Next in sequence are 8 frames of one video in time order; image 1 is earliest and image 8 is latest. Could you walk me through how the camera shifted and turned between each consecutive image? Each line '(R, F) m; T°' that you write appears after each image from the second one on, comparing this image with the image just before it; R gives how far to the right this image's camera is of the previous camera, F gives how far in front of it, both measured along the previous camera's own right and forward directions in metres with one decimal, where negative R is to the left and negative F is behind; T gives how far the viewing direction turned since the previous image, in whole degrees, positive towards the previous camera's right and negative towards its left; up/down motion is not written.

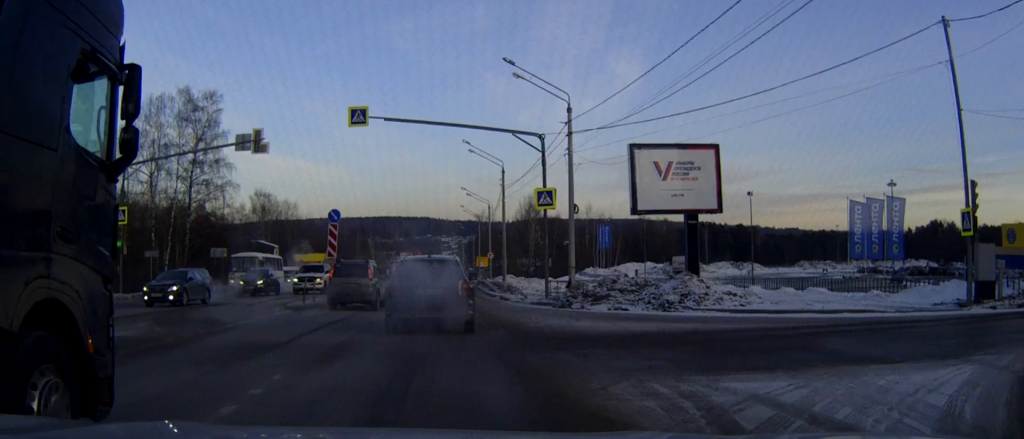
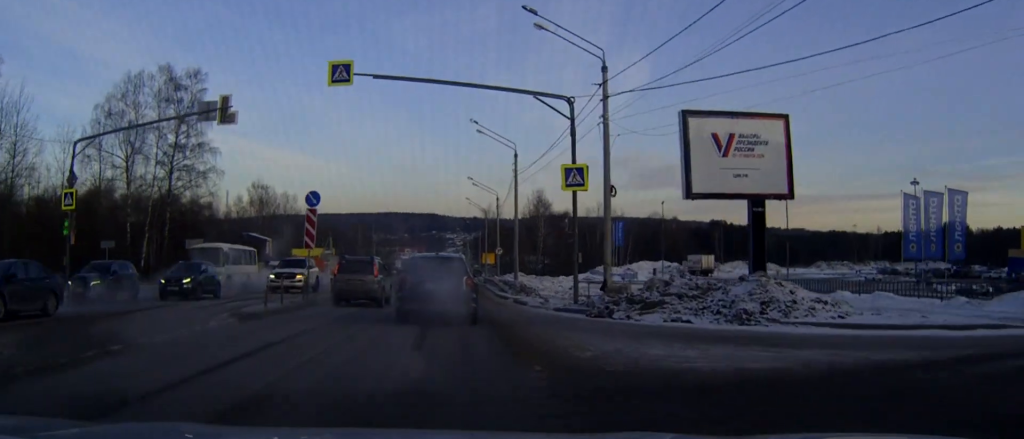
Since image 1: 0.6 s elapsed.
(0.0, +6.7) m; 0°
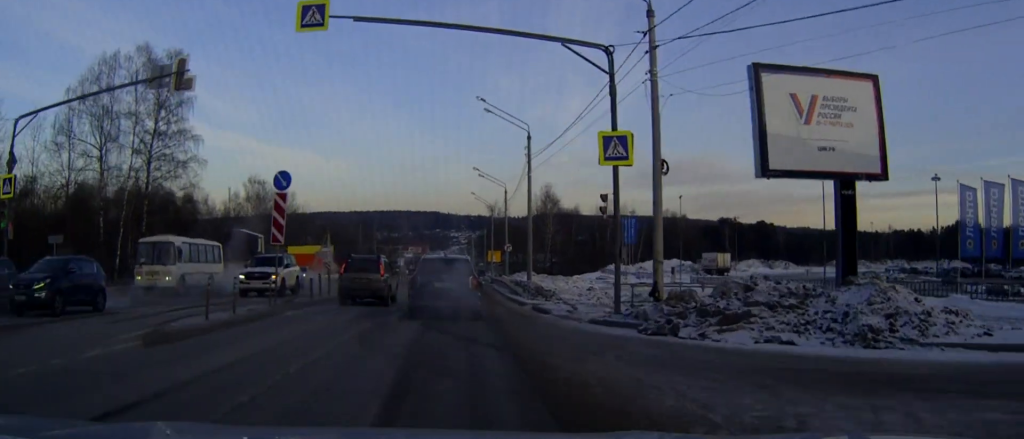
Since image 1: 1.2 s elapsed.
(0.0, +6.4) m; 0°
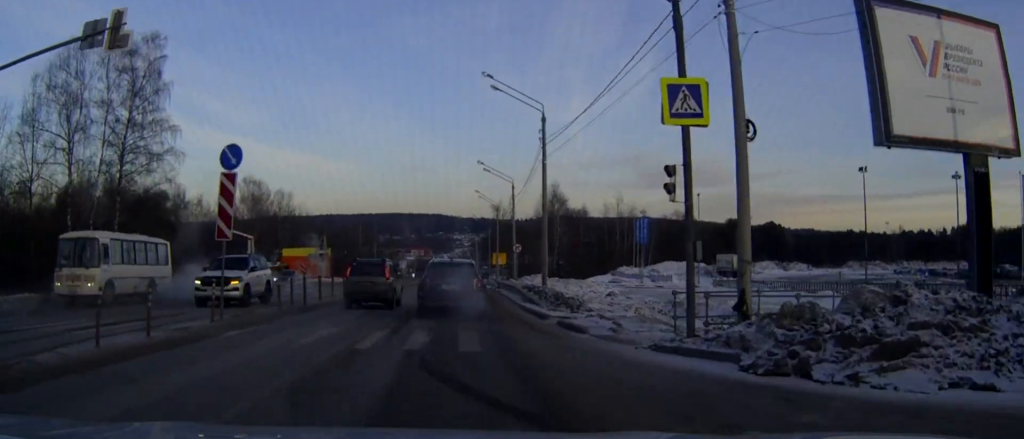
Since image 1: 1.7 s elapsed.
(0.0, +6.2) m; 0°
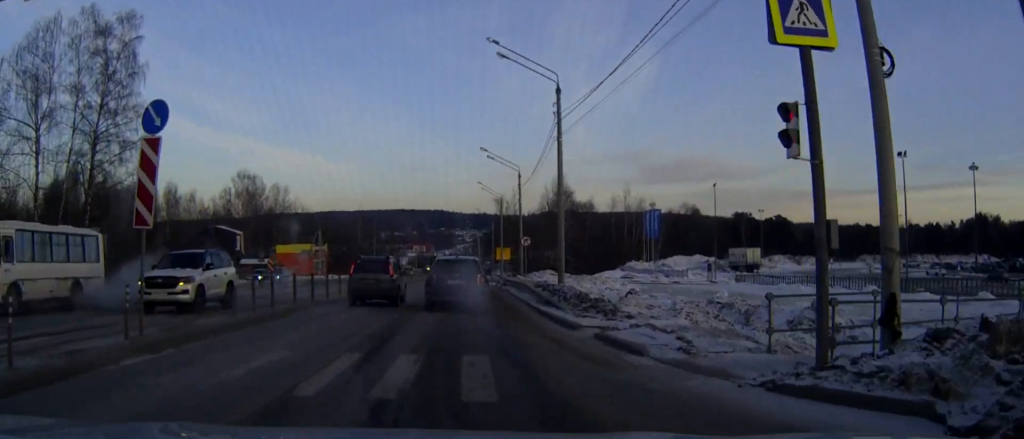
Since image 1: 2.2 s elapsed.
(-0.1, +5.4) m; 0°
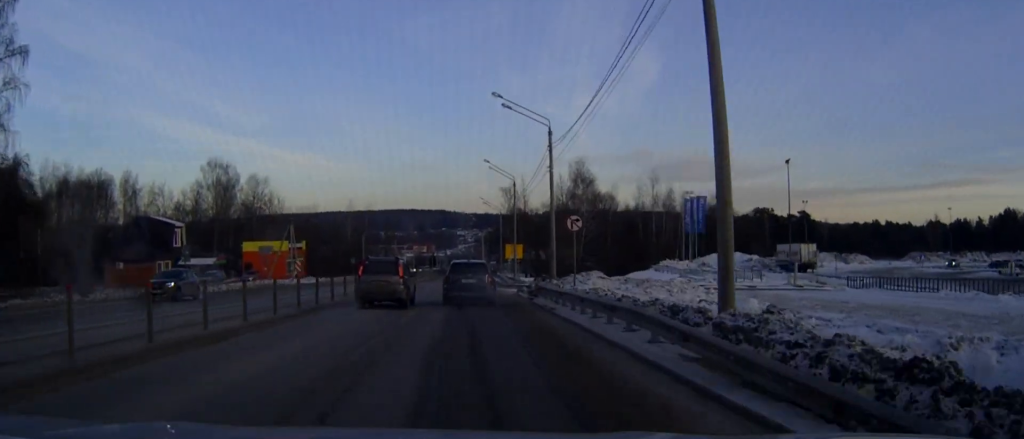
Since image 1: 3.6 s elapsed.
(+0.1, +19.5) m; +1°
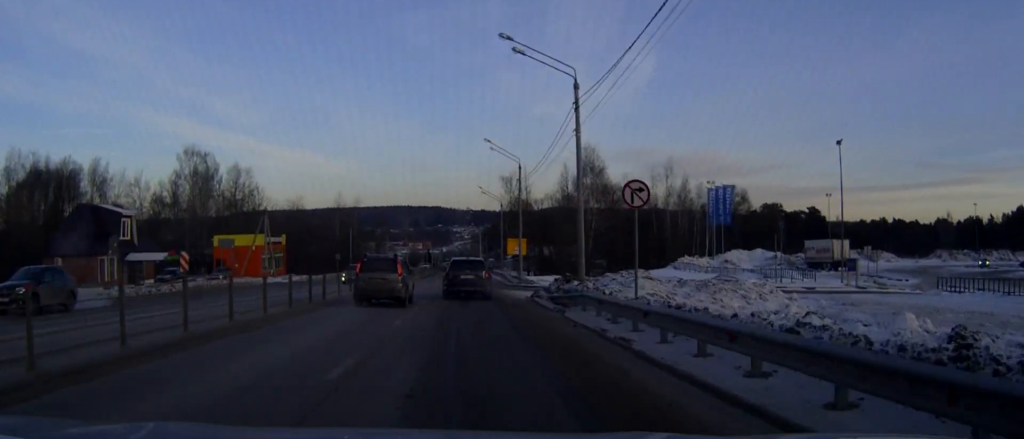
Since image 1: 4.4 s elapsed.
(0.0, +10.4) m; 0°
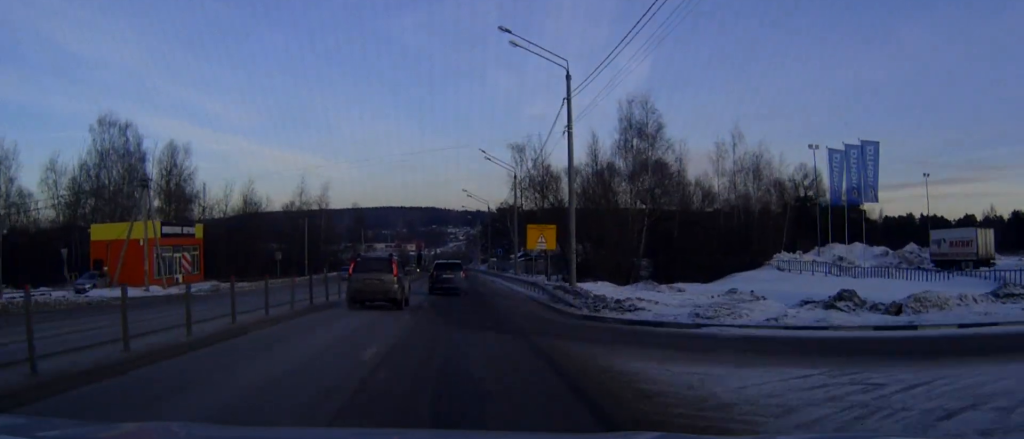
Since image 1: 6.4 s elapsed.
(+0.1, +30.5) m; 0°
